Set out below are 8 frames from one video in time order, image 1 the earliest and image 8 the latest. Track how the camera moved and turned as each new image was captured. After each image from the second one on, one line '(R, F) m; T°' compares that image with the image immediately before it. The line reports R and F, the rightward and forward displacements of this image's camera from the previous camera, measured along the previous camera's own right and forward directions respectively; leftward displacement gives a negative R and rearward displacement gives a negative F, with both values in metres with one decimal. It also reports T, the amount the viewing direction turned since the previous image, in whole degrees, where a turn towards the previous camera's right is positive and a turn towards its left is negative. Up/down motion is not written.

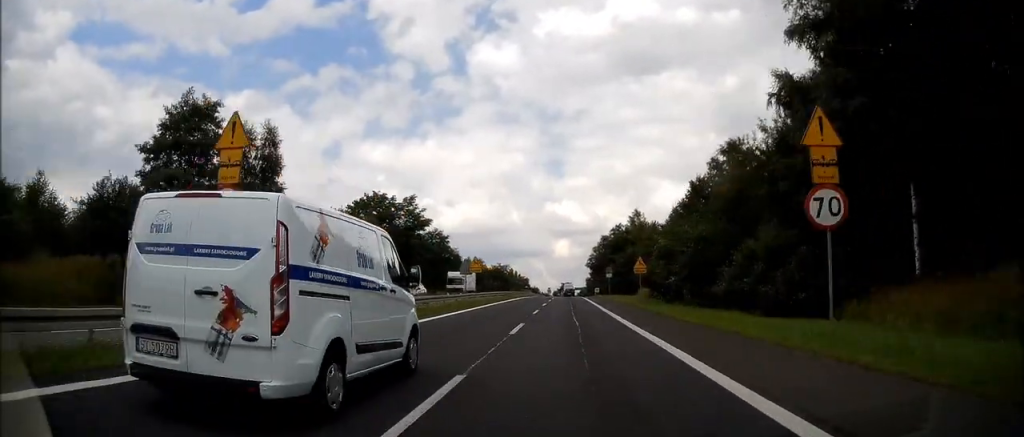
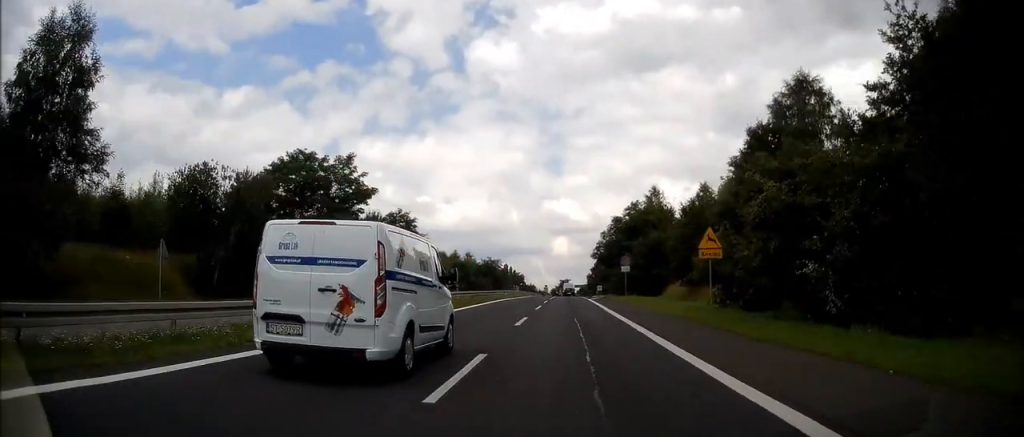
(-0.1, +21.8) m; 0°
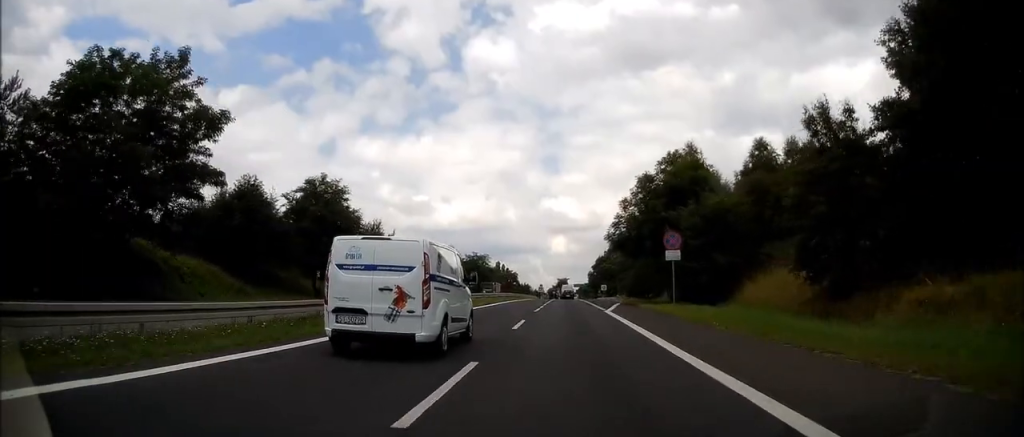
(+0.1, +24.9) m; +1°
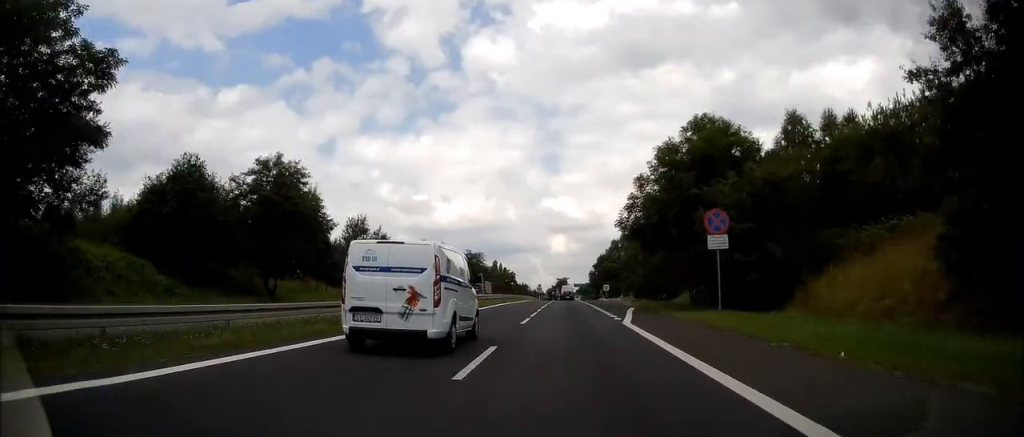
(+0.2, +9.0) m; 0°
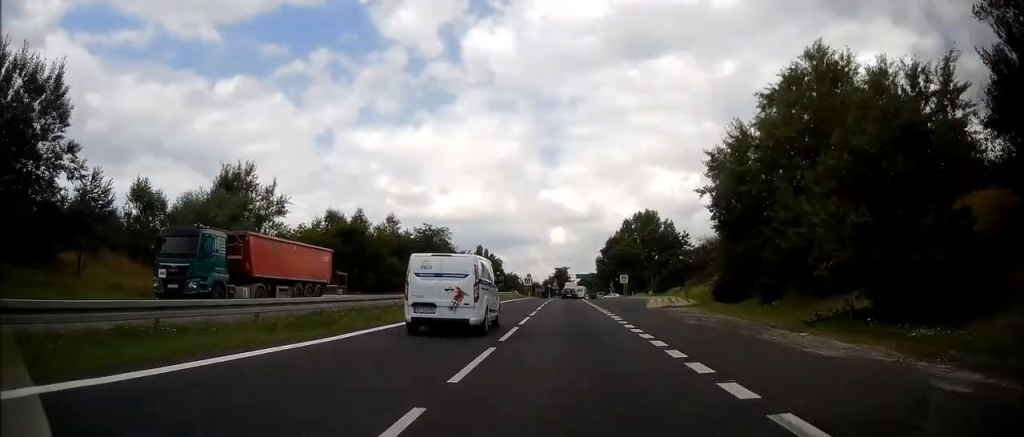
(-0.3, +42.4) m; -1°
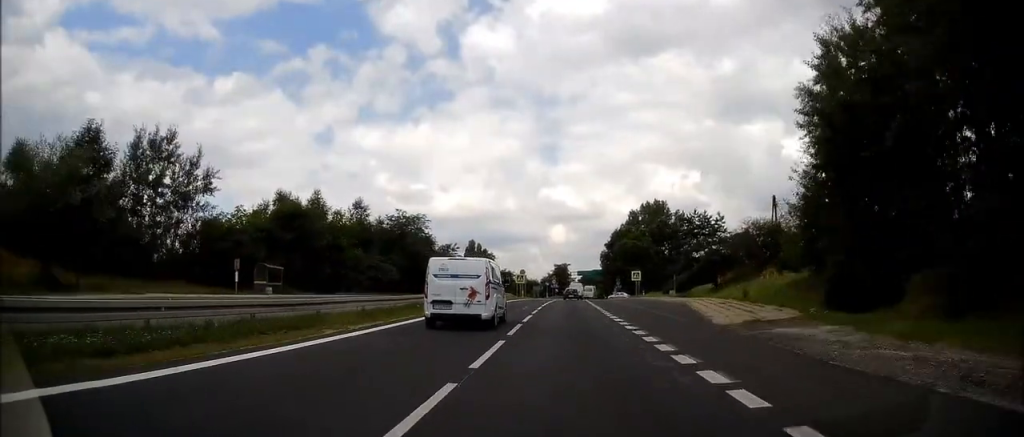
(0.0, +16.2) m; 0°
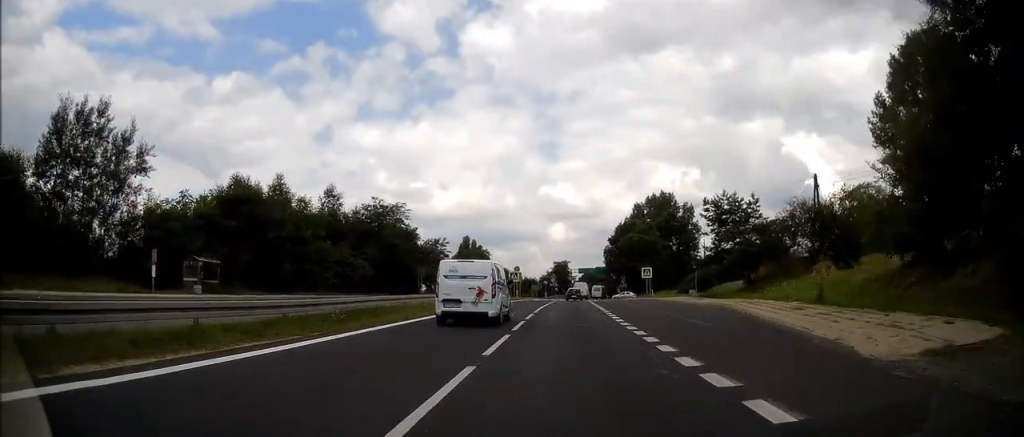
(-0.3, +10.4) m; 0°
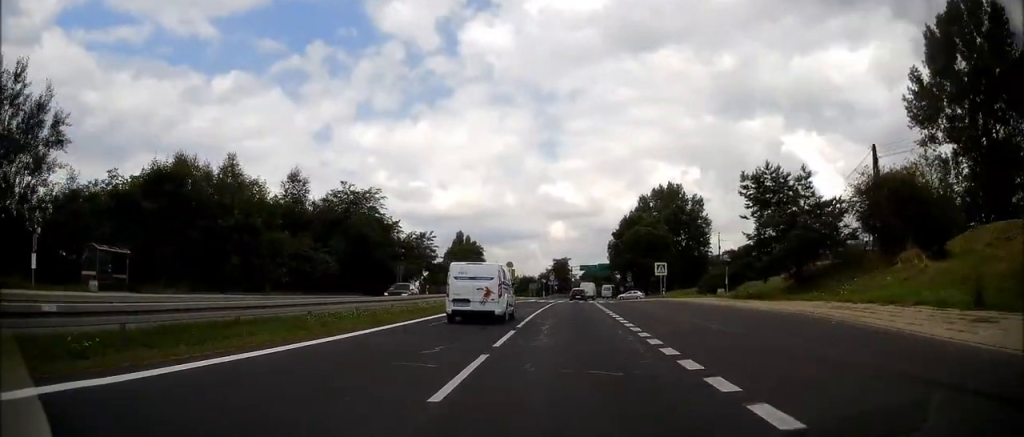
(+0.1, +10.2) m; +1°
